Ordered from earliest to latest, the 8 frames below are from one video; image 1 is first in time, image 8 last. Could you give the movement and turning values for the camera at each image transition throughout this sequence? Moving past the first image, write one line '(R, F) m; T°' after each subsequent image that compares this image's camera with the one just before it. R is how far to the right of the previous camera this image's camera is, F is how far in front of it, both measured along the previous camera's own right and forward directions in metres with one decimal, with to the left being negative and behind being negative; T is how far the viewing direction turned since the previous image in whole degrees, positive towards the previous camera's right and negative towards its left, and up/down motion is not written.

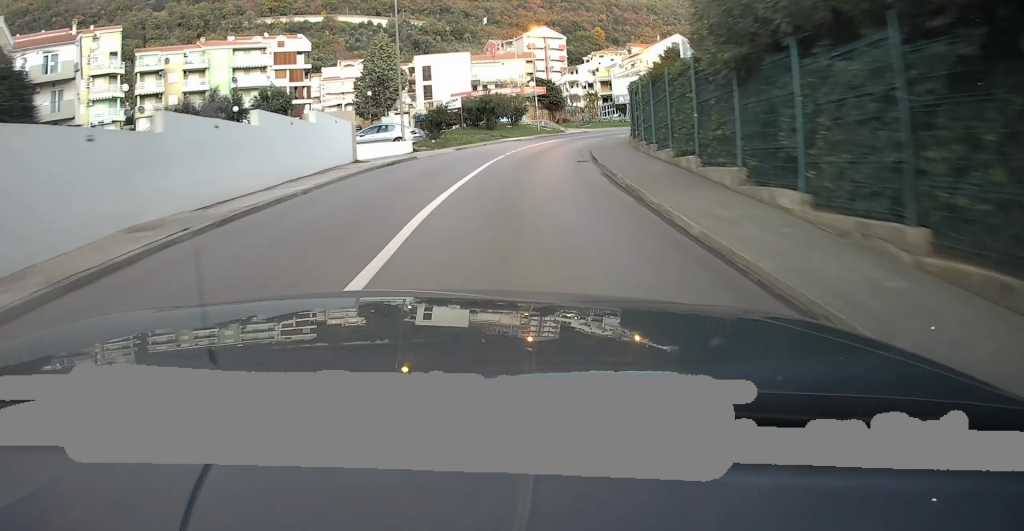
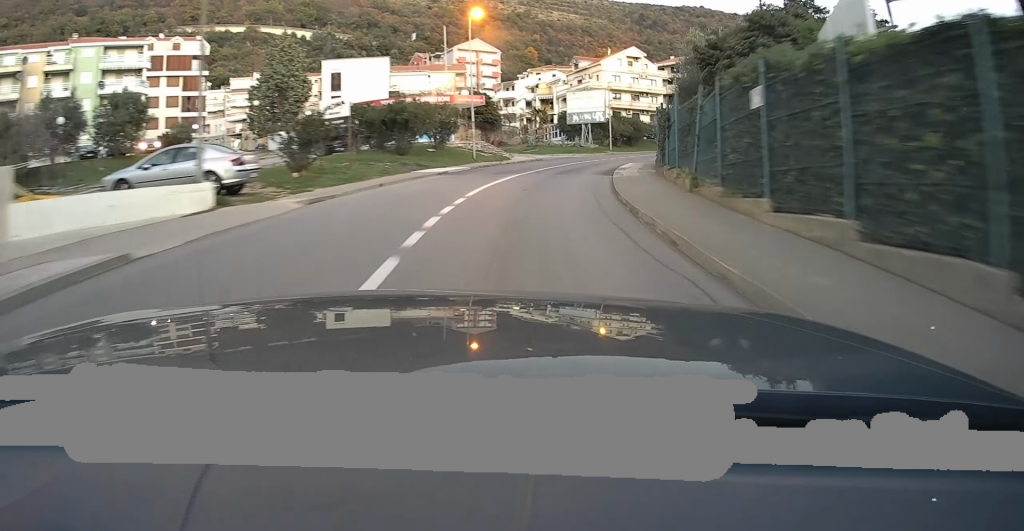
(-0.3, +17.0) m; +2°
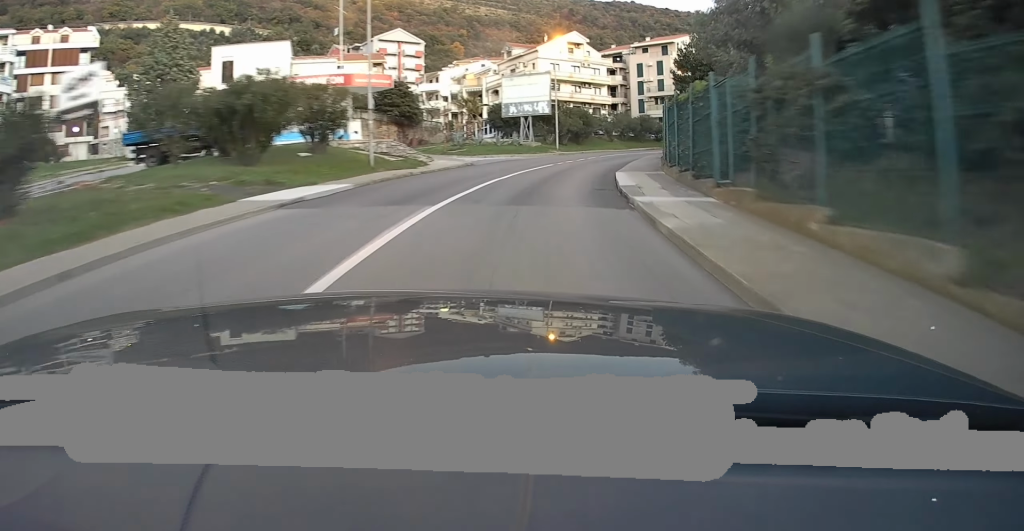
(+0.5, +12.6) m; +6°
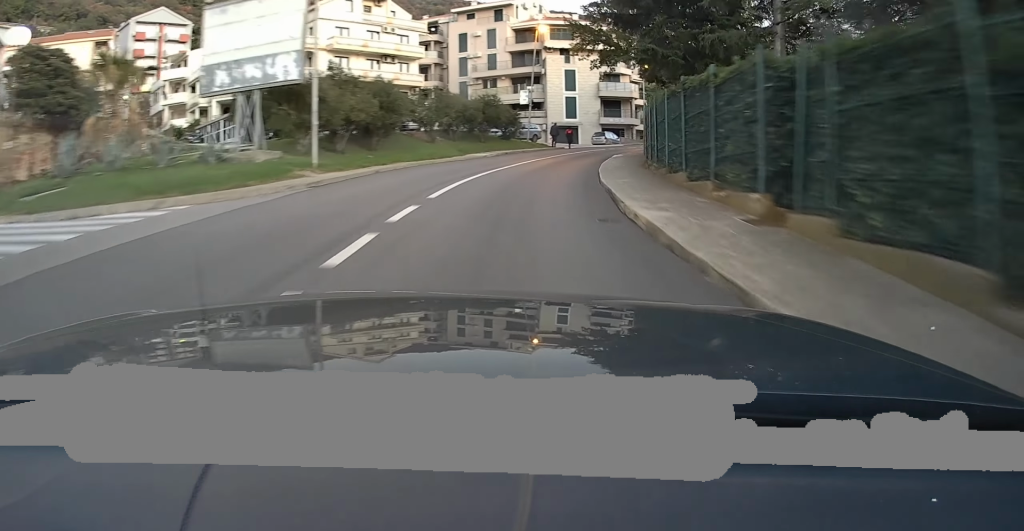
(+3.8, +28.7) m; +14°
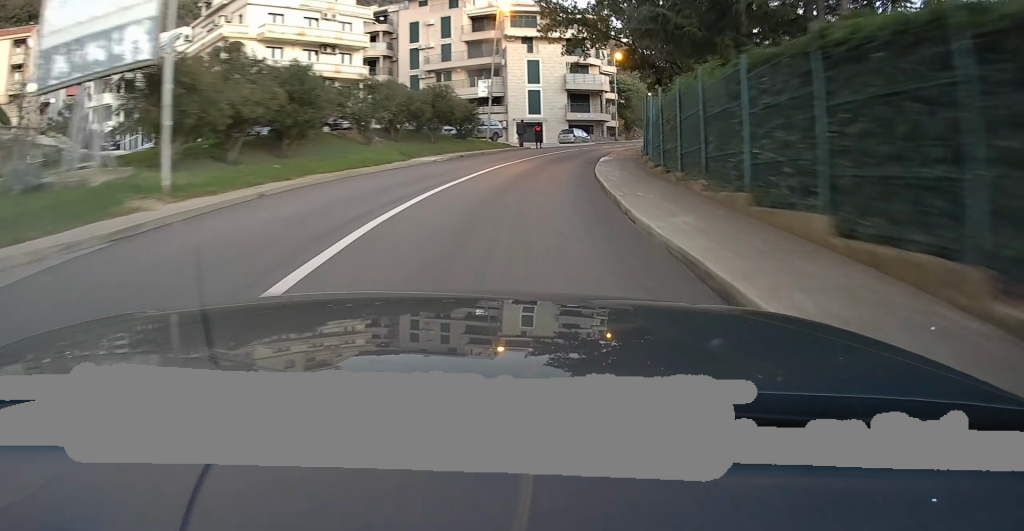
(-0.1, +7.6) m; +3°
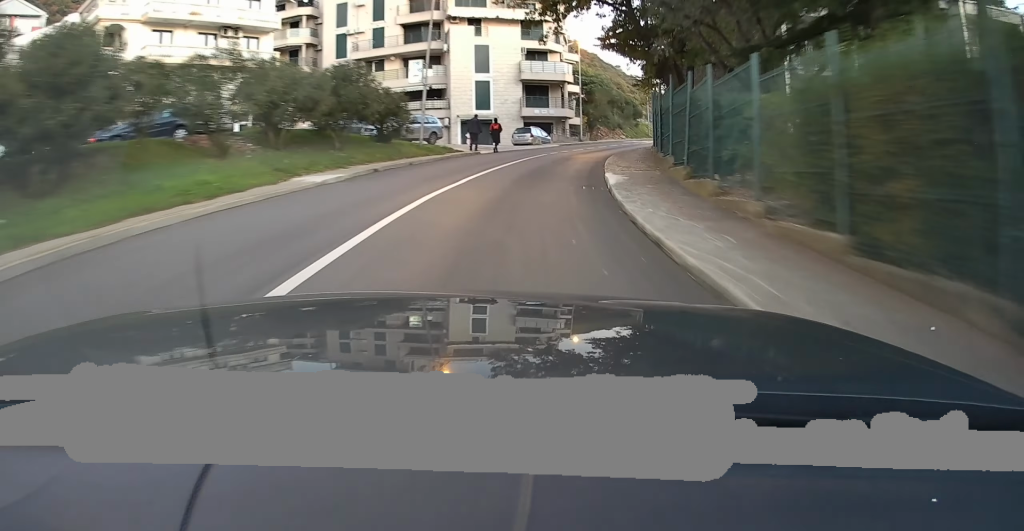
(+0.7, +10.9) m; +6°
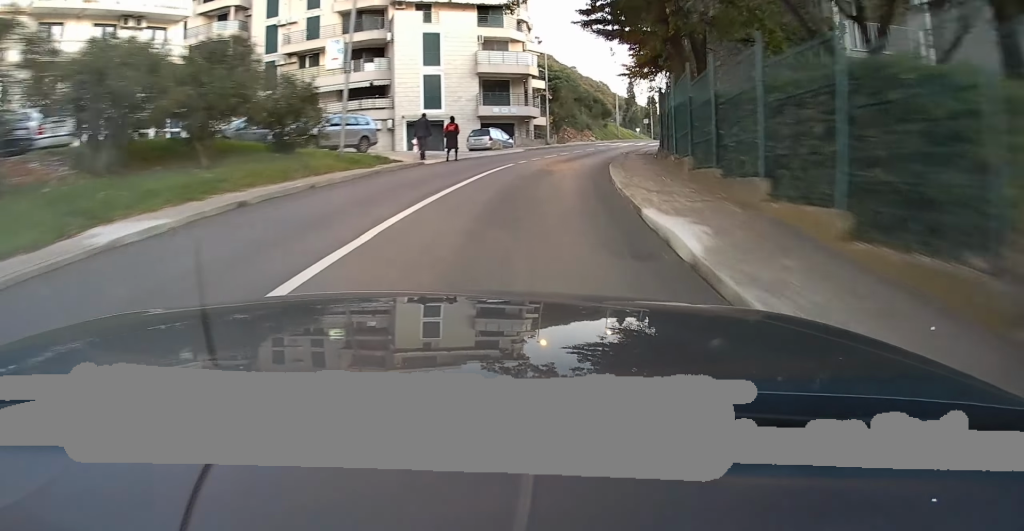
(+0.2, +8.2) m; +5°
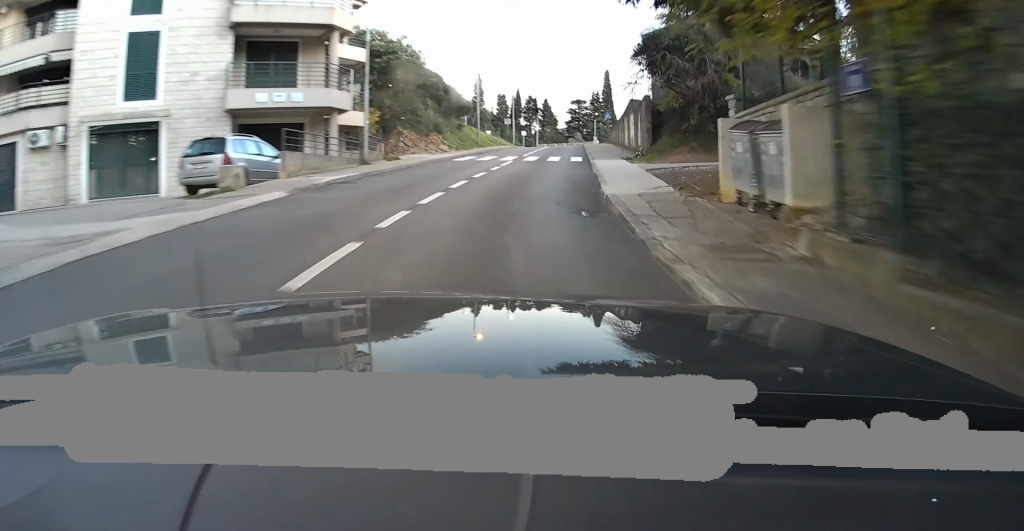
(+3.6, +22.7) m; +16°
